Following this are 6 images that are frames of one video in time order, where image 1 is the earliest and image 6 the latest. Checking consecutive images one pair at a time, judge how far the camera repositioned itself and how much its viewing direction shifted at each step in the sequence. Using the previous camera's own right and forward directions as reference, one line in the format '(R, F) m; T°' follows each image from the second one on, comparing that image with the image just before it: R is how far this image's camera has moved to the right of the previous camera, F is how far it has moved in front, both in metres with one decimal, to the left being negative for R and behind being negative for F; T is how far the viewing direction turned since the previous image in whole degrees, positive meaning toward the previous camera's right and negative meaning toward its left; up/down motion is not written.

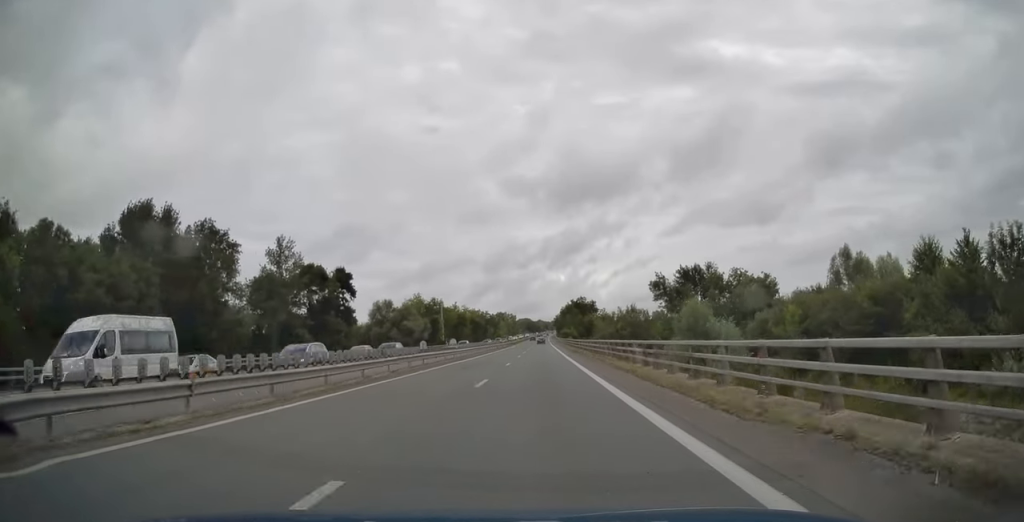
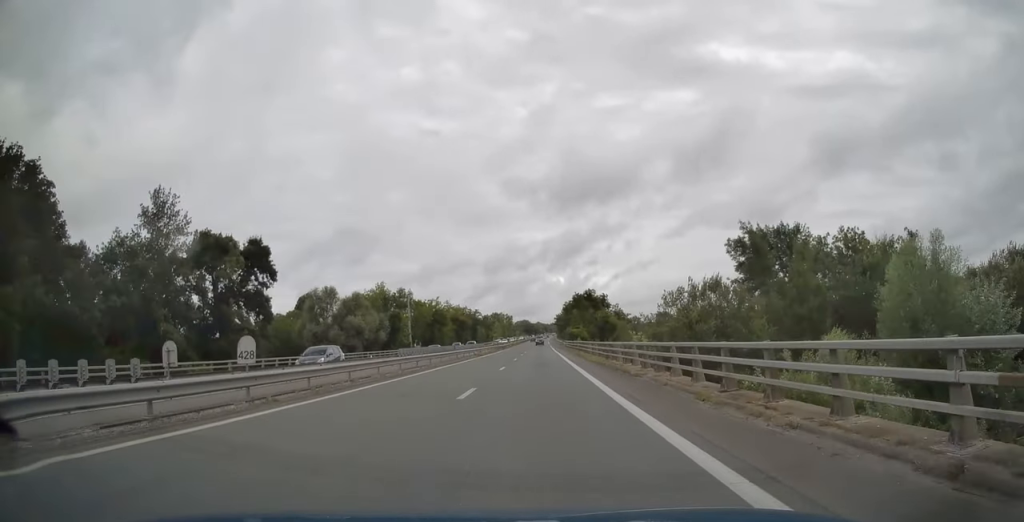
(0.0, +33.1) m; 0°
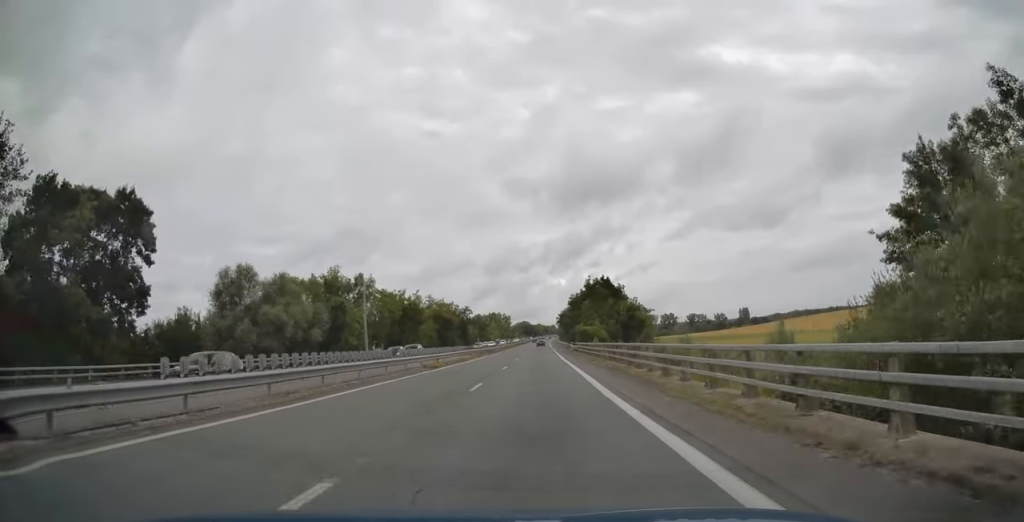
(0.0, +26.7) m; 0°
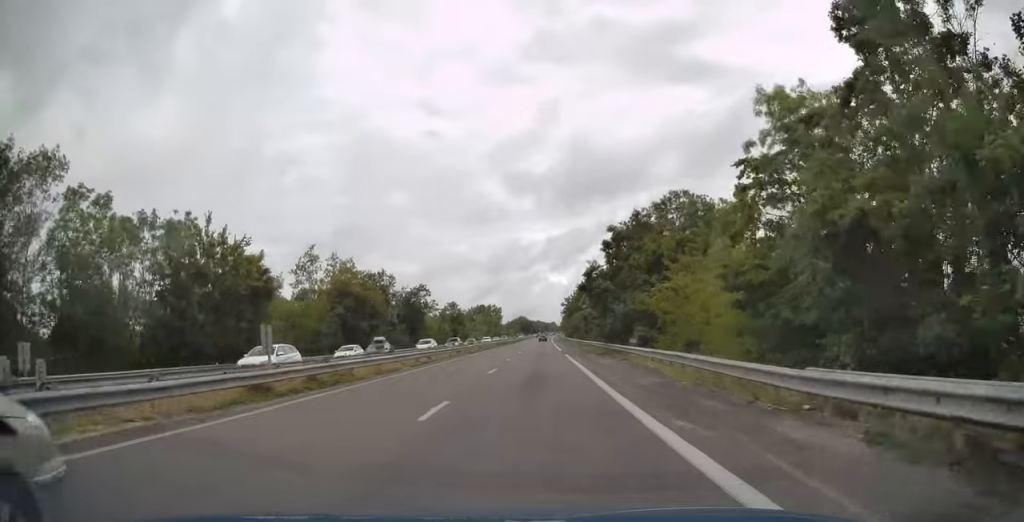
(0.0, +63.3) m; 0°
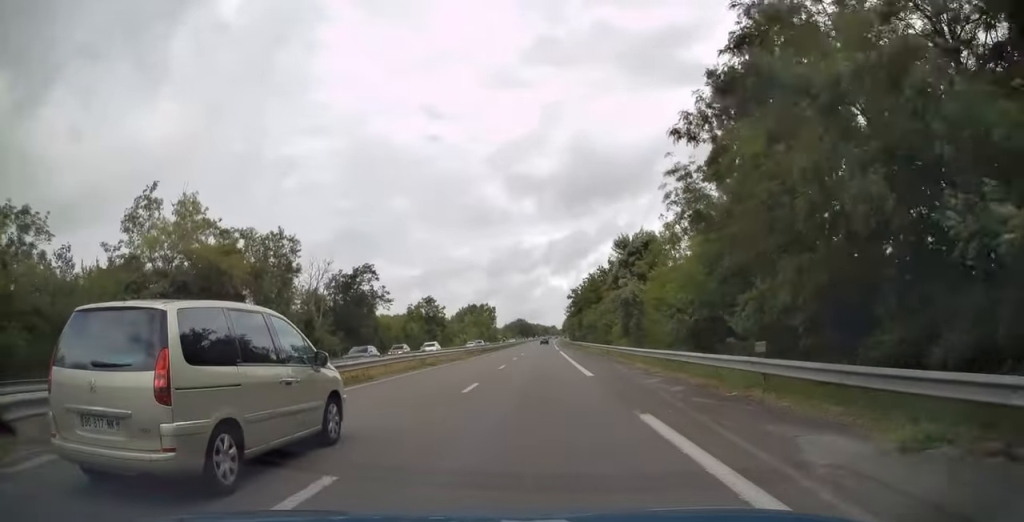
(+0.1, +34.0) m; 0°
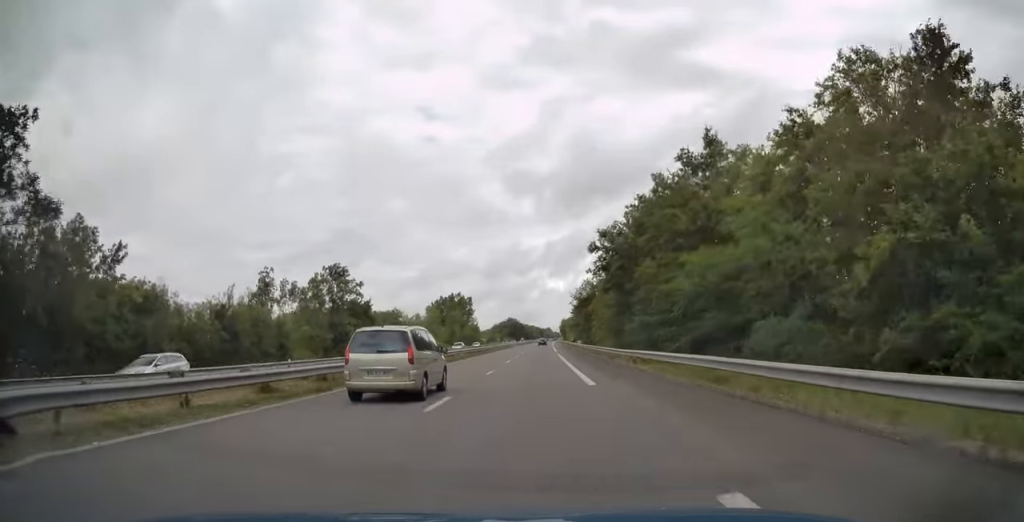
(+0.1, +56.6) m; 0°
